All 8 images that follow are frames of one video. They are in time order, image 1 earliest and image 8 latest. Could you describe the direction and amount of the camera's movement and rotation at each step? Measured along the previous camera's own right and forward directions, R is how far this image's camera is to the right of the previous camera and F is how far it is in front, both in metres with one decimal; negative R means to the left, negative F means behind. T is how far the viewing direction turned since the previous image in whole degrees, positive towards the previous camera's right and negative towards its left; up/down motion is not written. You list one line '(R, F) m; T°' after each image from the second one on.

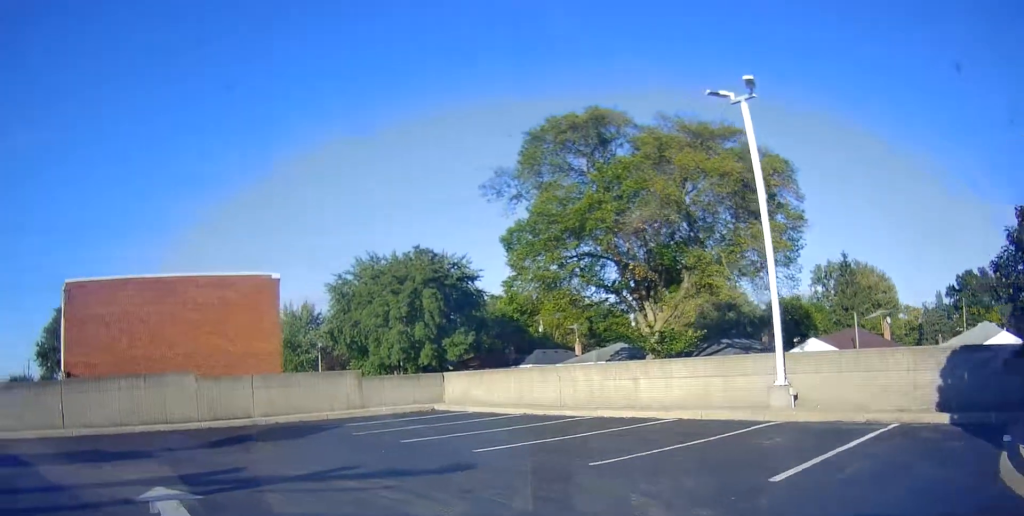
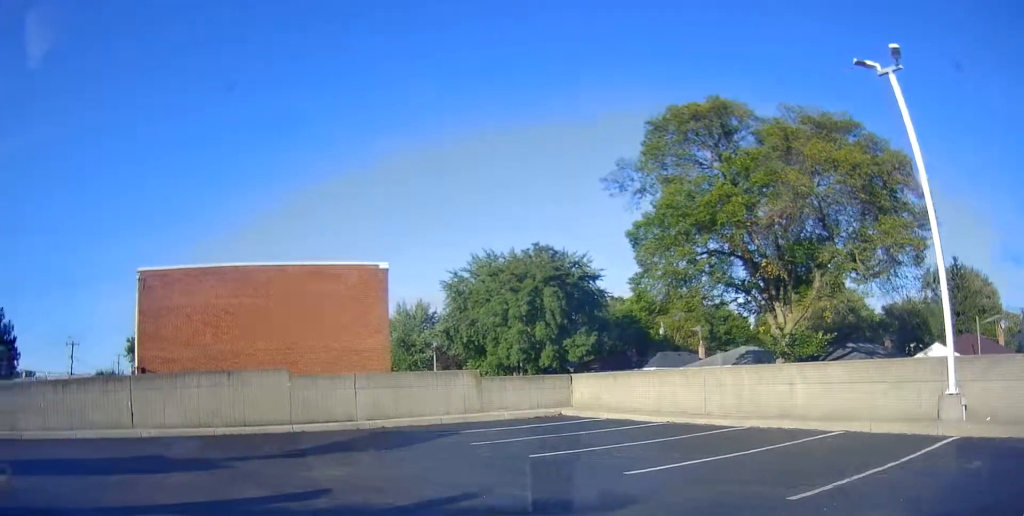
(-0.4, +1.8) m; -14°
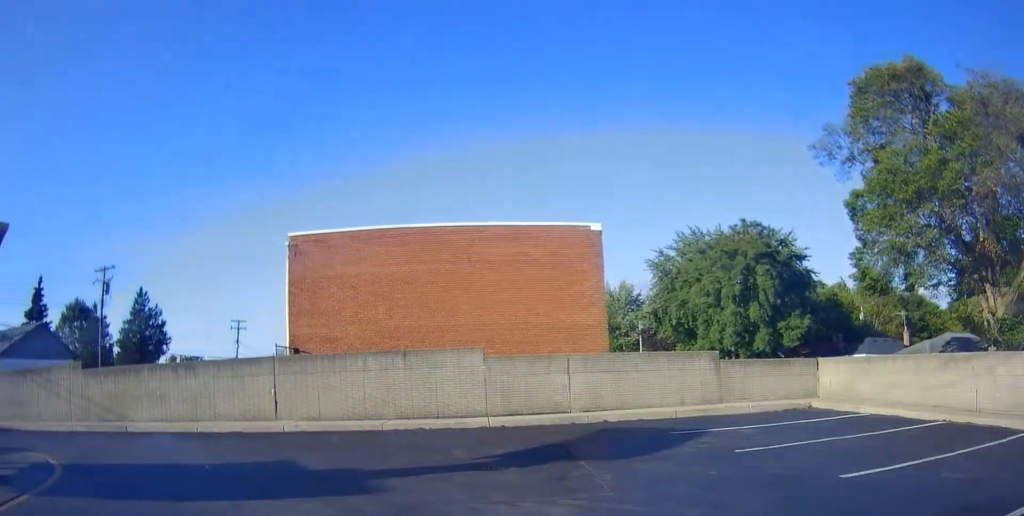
(-0.7, +3.0) m; -27°
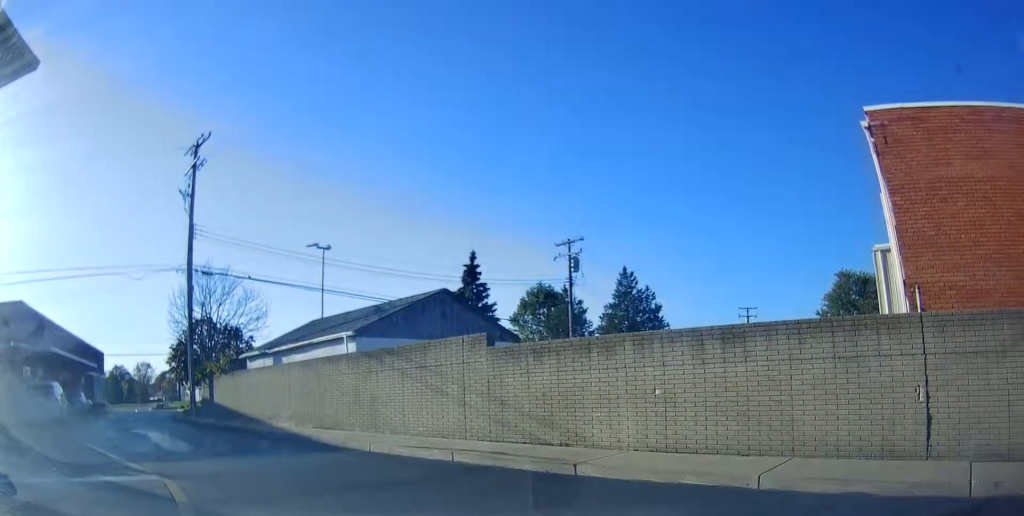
(-4.3, +7.2) m; -48°
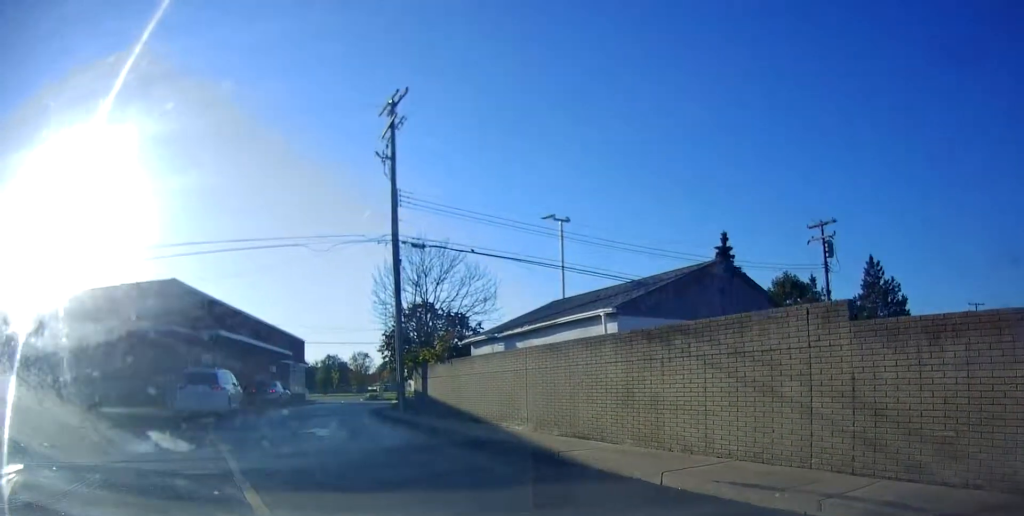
(-0.5, +4.4) m; -10°
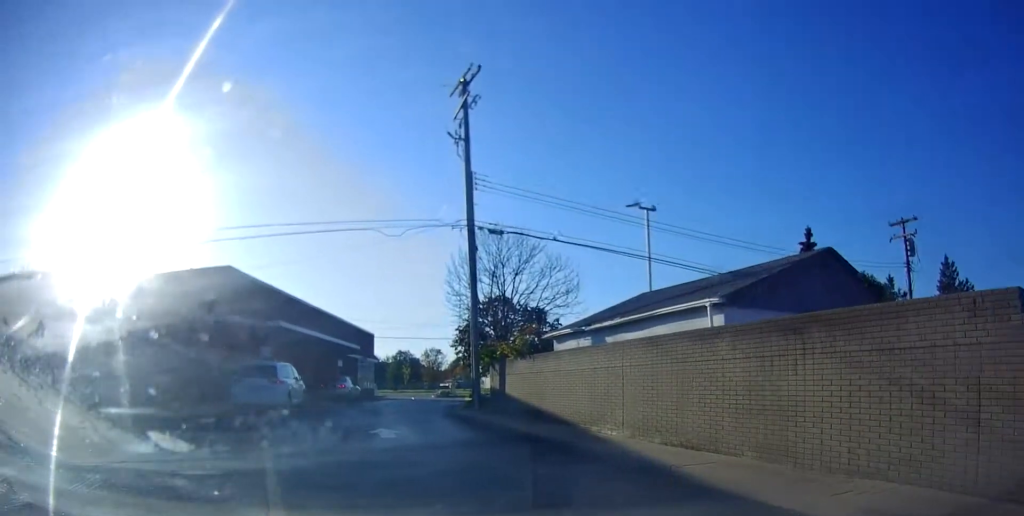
(0.0, +1.7) m; -3°
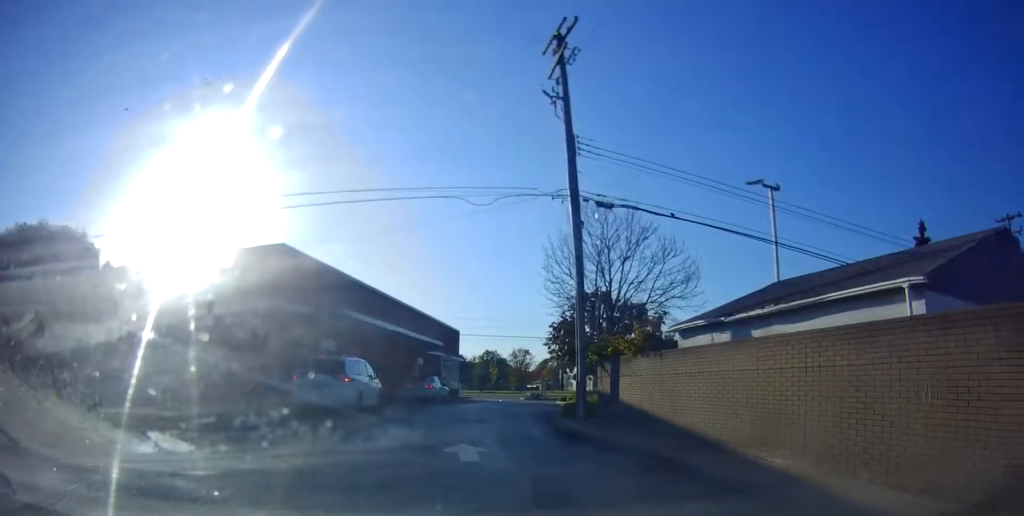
(-0.1, +3.6) m; -8°
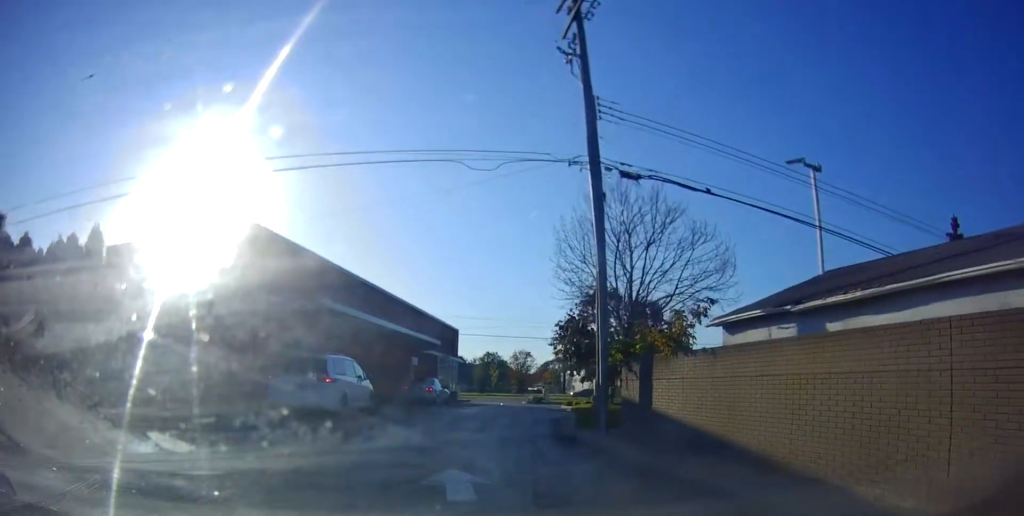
(-0.3, +2.9) m; -5°
